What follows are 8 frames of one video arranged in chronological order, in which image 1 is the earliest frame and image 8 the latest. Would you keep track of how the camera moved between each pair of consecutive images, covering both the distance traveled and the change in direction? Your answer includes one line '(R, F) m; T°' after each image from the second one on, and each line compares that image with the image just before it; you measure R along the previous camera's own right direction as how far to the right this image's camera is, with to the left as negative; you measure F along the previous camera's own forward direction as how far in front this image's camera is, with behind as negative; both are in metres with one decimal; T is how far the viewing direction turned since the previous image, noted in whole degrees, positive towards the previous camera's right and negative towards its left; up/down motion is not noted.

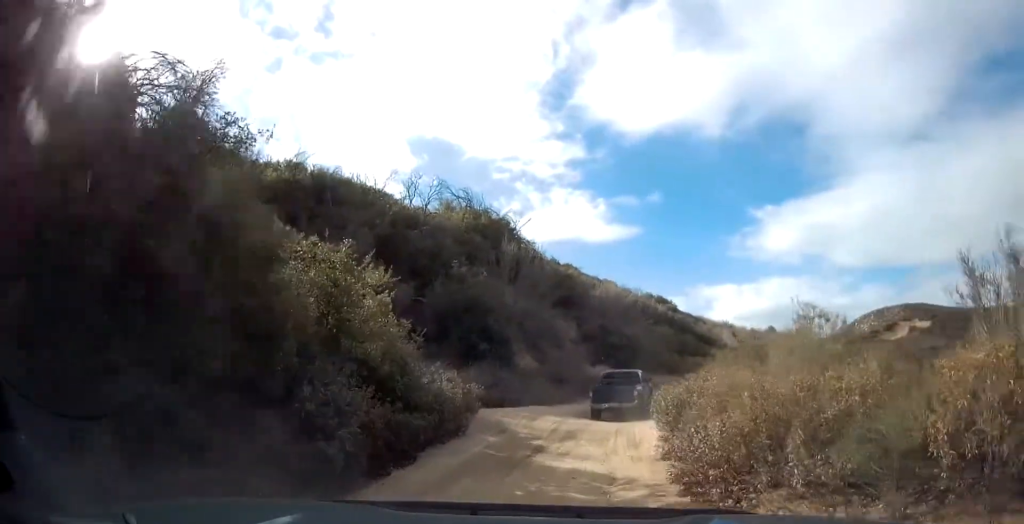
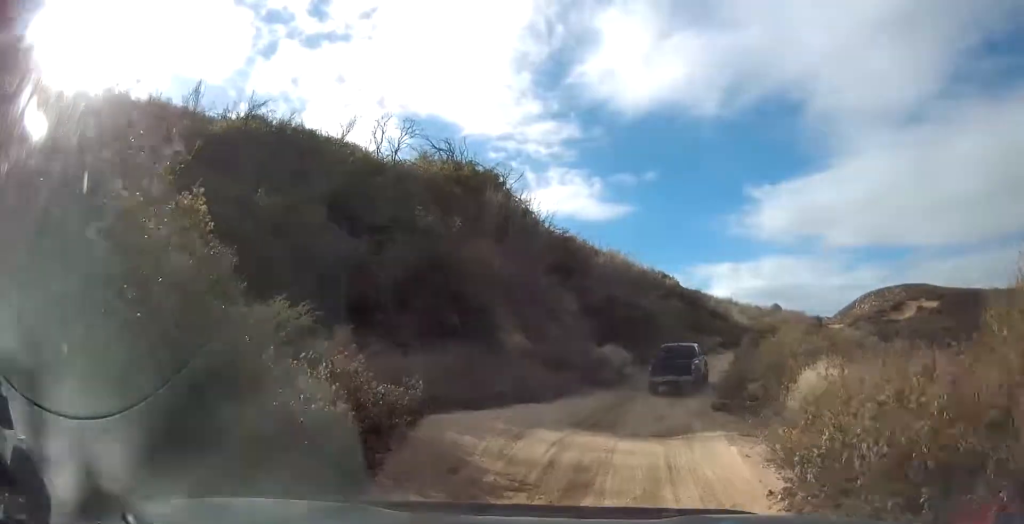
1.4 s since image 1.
(+0.3, +6.5) m; +4°
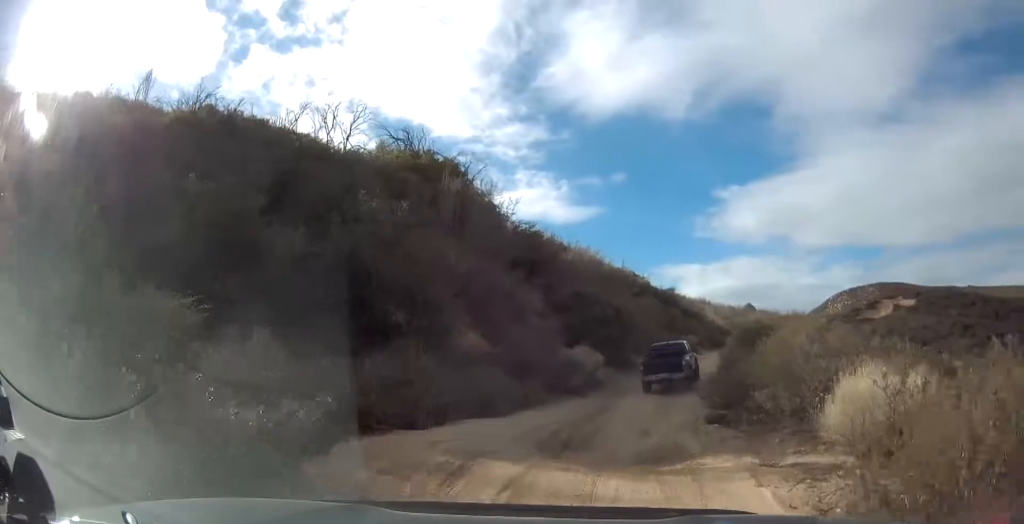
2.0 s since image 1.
(0.0, +2.8) m; +1°
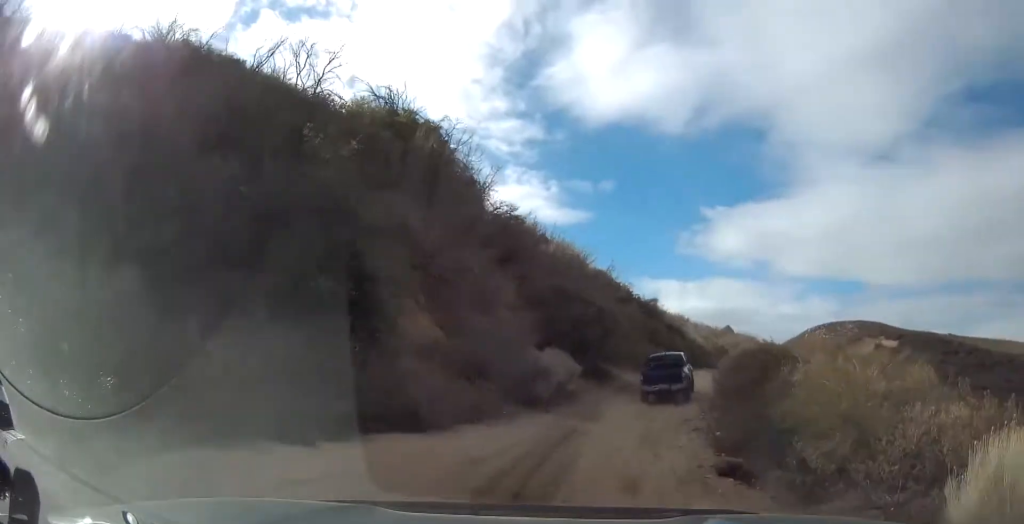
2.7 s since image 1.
(+0.1, +4.0) m; +2°
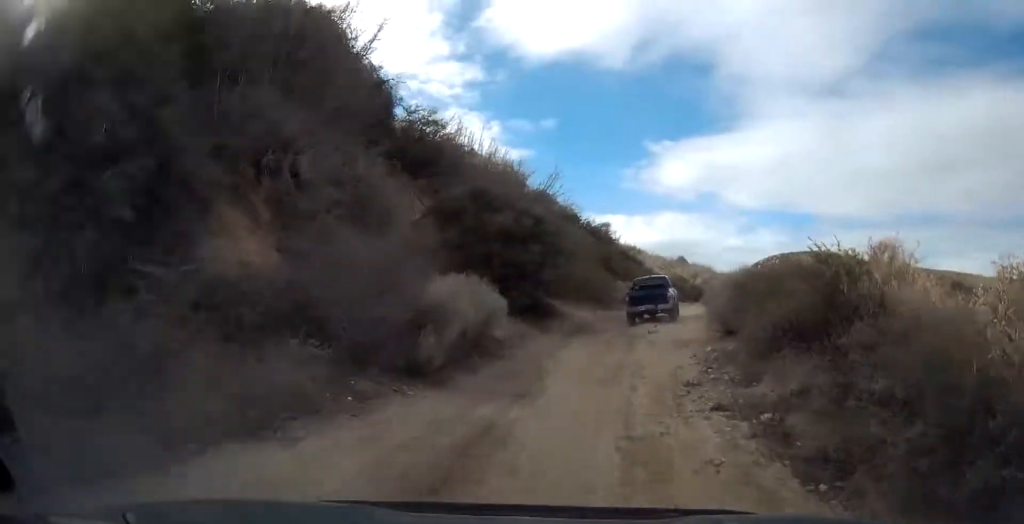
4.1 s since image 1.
(+0.2, +7.2) m; +8°
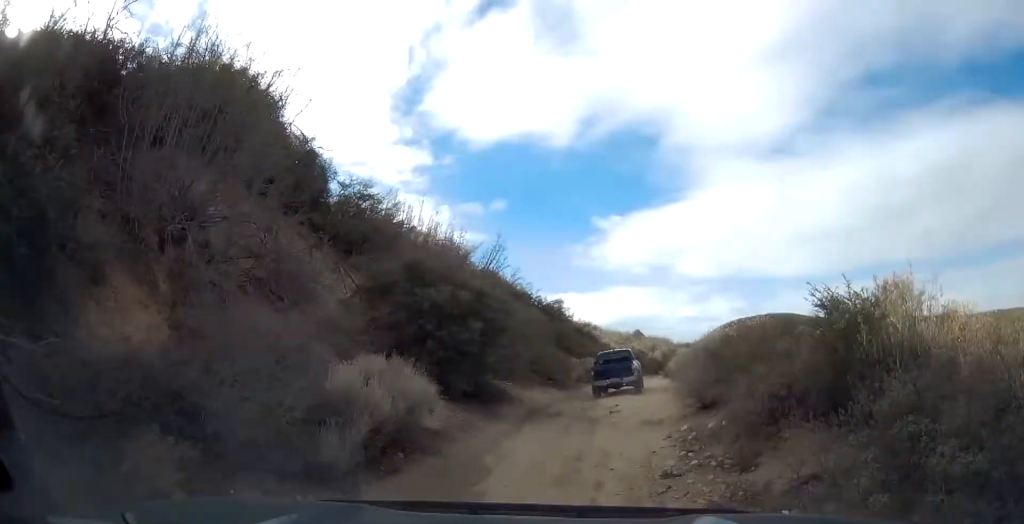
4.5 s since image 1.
(+0.2, +2.2) m; +2°
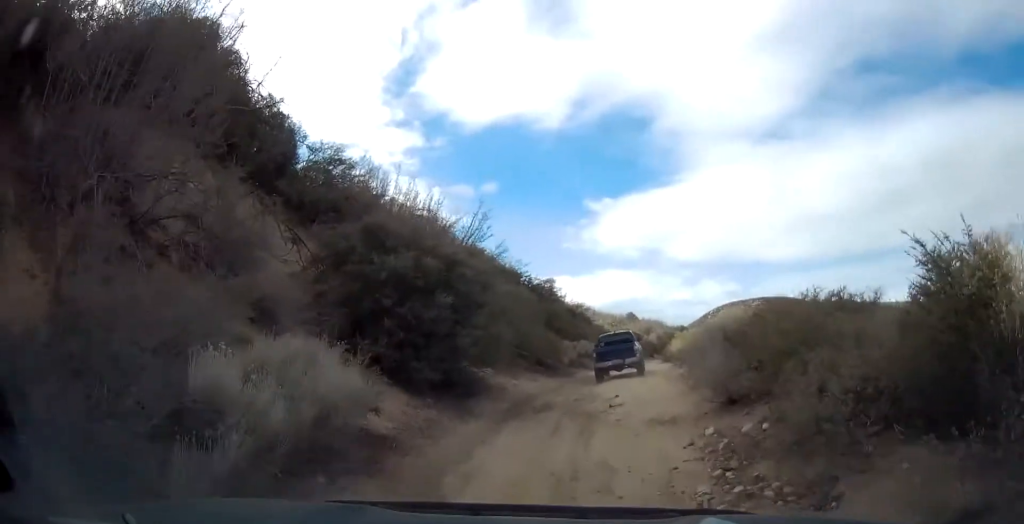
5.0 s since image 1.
(+0.1, +2.7) m; +3°
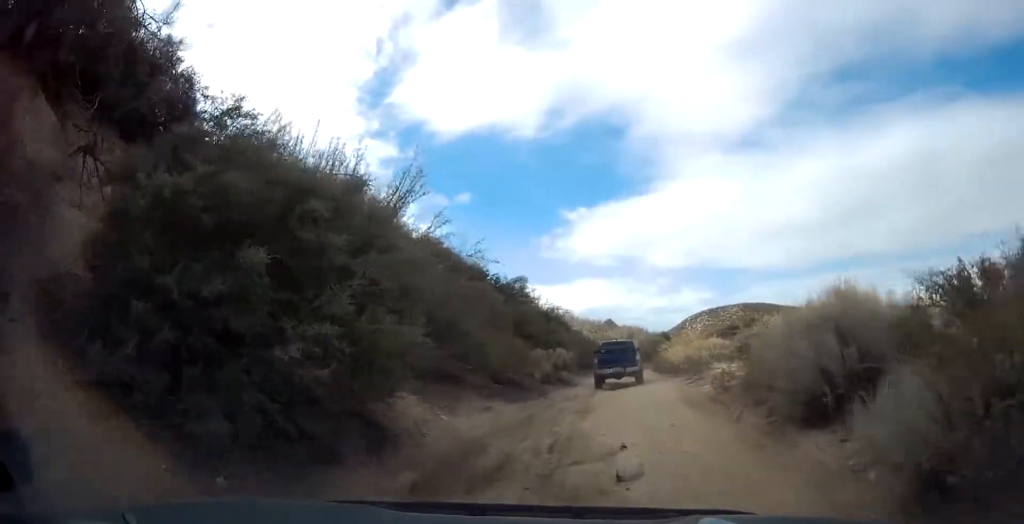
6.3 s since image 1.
(0.0, +6.8) m; +1°
